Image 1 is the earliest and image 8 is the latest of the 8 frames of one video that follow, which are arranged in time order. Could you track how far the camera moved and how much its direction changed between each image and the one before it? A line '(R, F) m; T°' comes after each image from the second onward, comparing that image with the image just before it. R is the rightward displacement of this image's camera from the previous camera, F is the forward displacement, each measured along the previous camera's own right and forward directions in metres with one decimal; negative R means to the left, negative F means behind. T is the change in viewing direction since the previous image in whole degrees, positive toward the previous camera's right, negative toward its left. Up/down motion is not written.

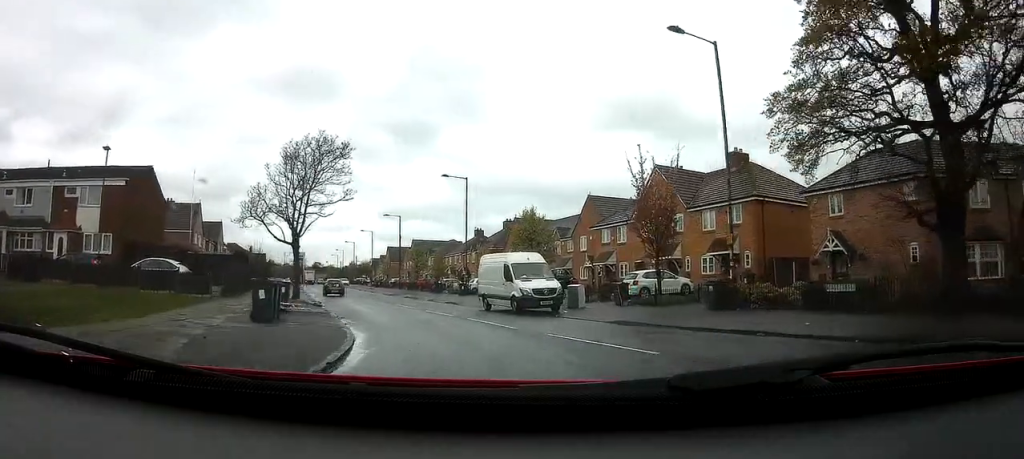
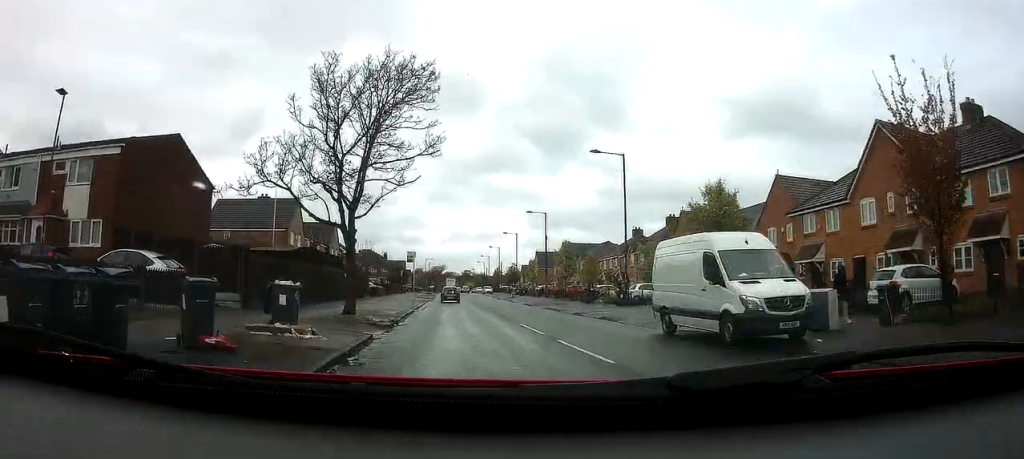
(-1.2, +11.0) m; -13°
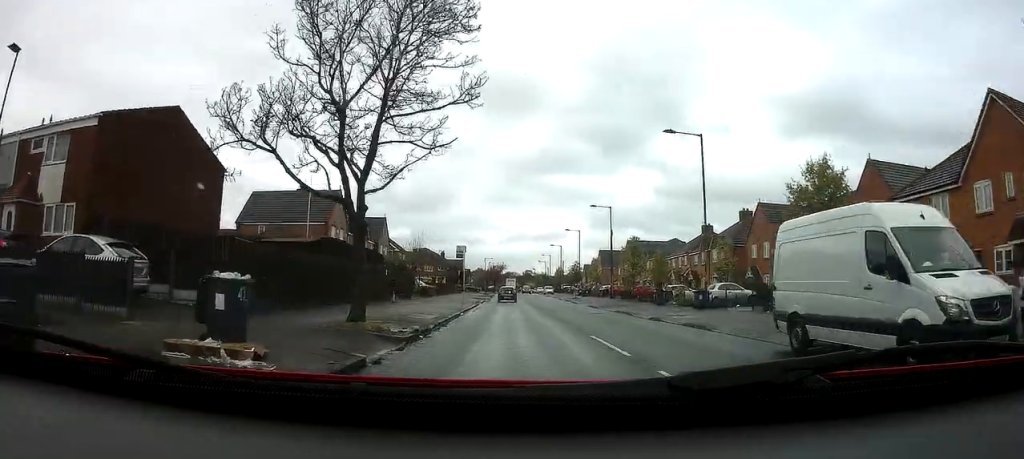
(-0.3, +4.8) m; -4°
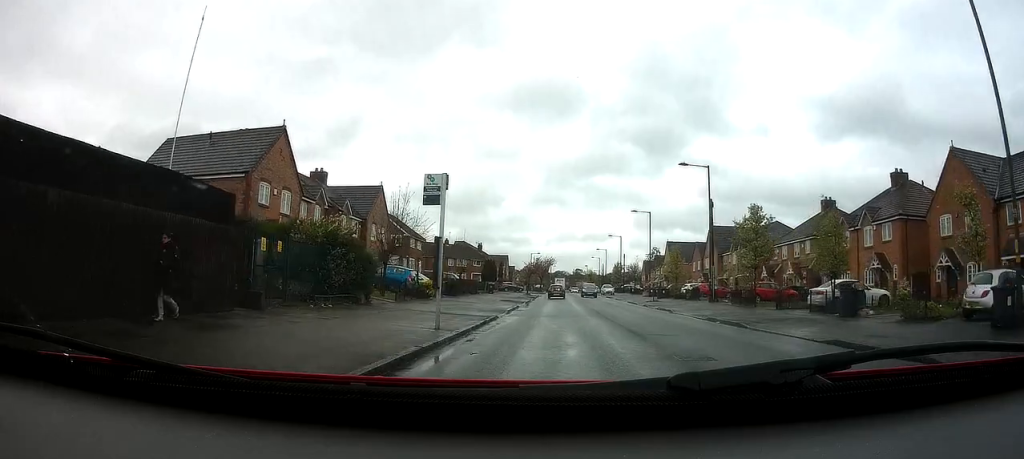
(-2.0, +21.1) m; -8°
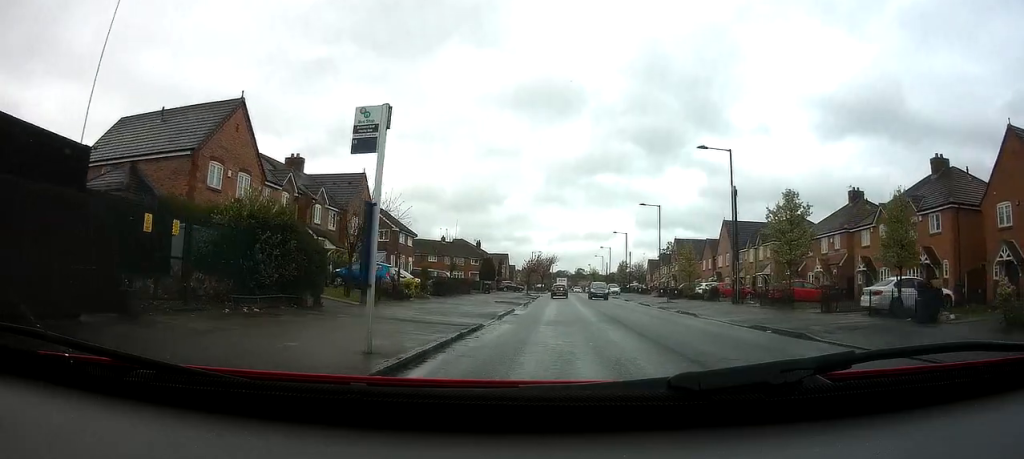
(0.0, +5.3) m; -1°
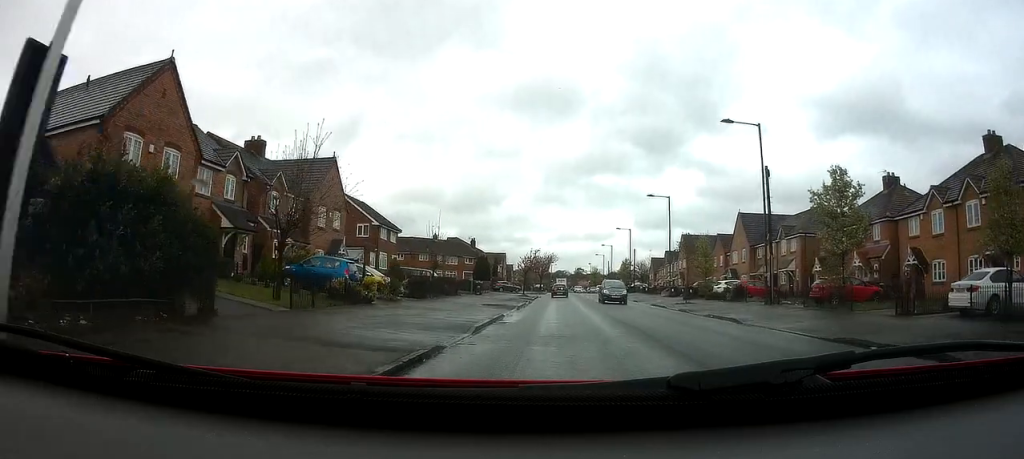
(-0.1, +6.2) m; -1°
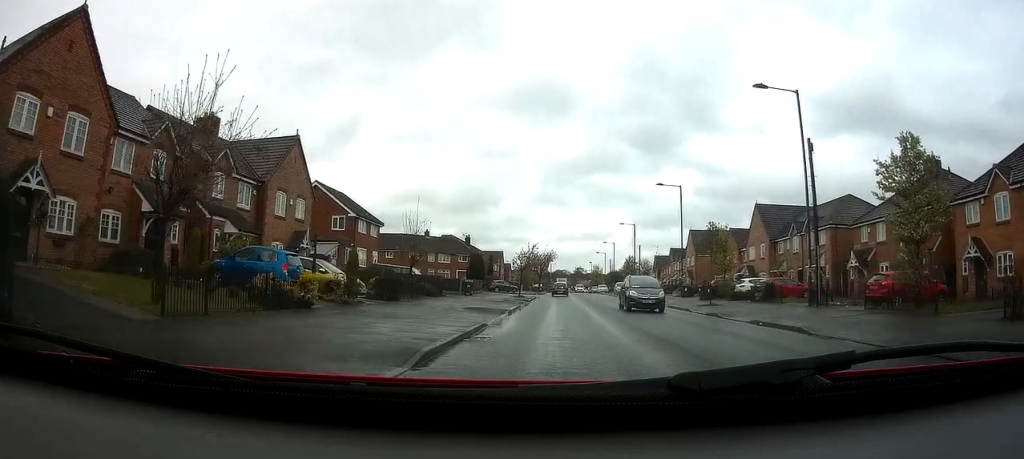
(0.0, +6.0) m; 0°
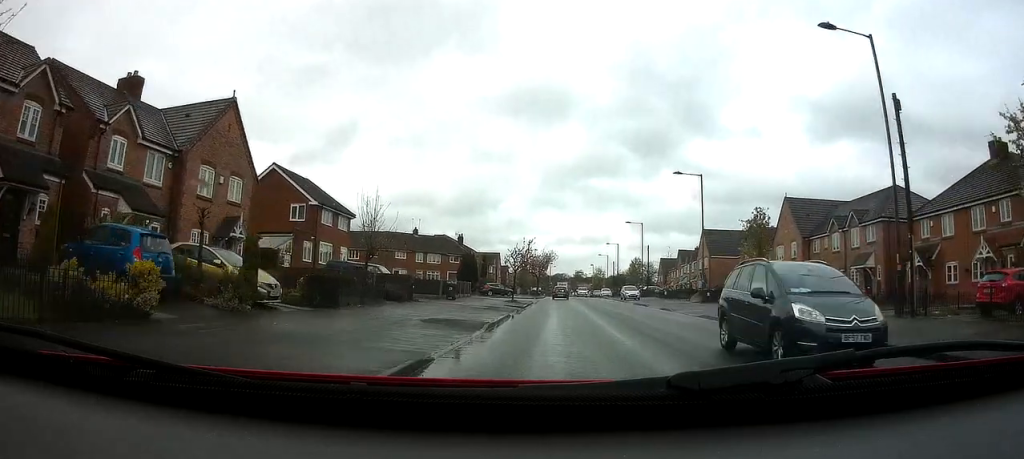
(0.0, +7.7) m; 0°
